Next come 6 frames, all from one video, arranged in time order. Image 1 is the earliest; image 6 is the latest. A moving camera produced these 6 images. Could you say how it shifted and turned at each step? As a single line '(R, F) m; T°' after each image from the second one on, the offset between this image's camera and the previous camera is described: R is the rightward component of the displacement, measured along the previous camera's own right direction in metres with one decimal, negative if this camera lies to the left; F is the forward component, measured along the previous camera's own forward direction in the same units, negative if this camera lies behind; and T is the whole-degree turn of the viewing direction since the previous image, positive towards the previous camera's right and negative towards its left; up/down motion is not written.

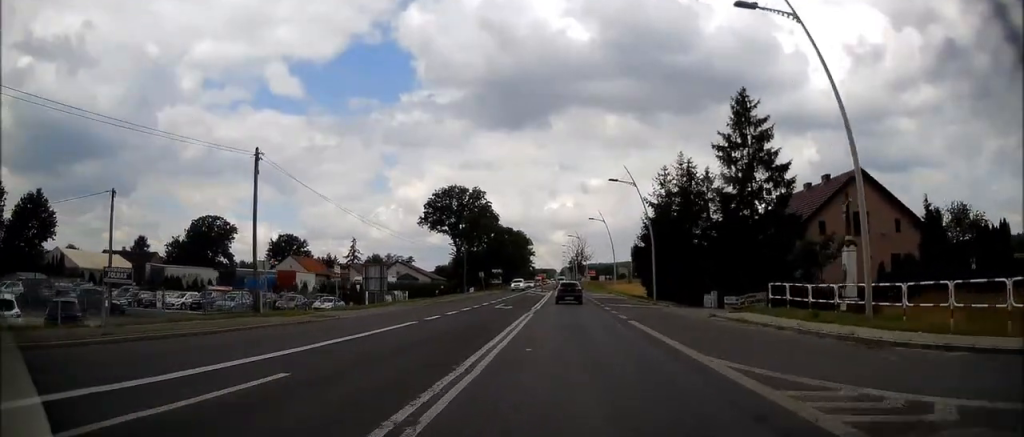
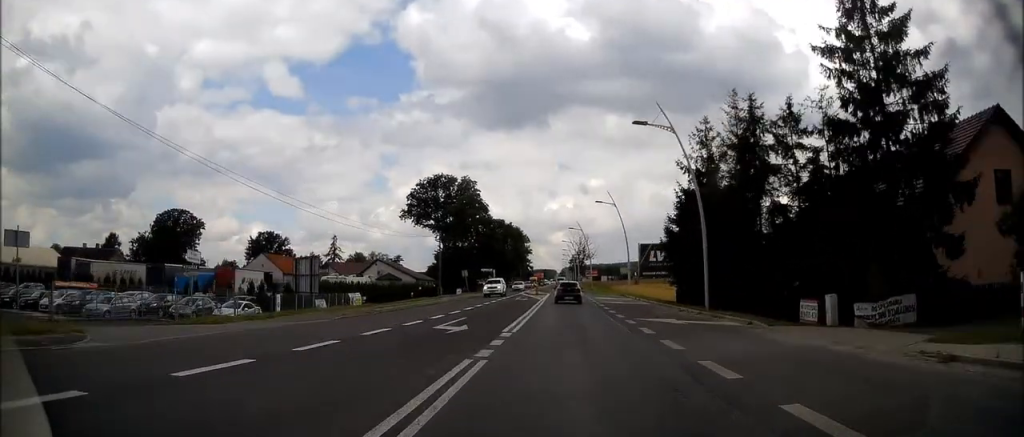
(0.0, +15.2) m; +1°
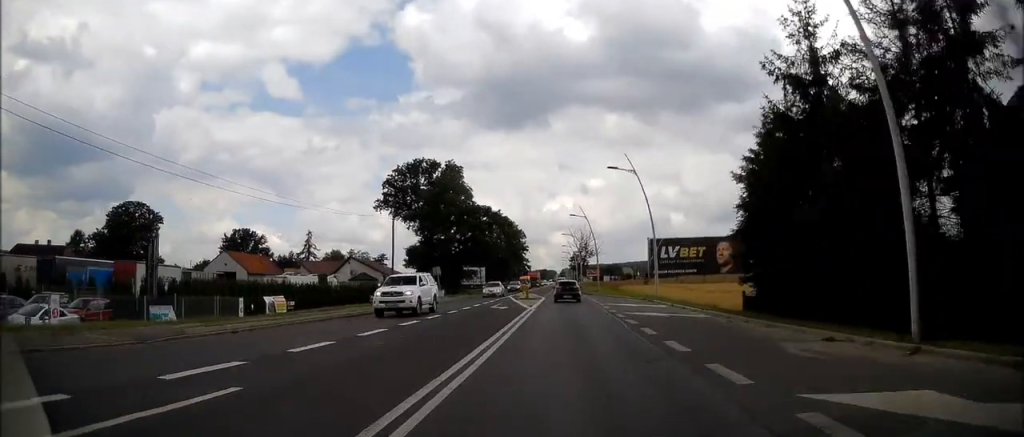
(+0.3, +16.5) m; 0°
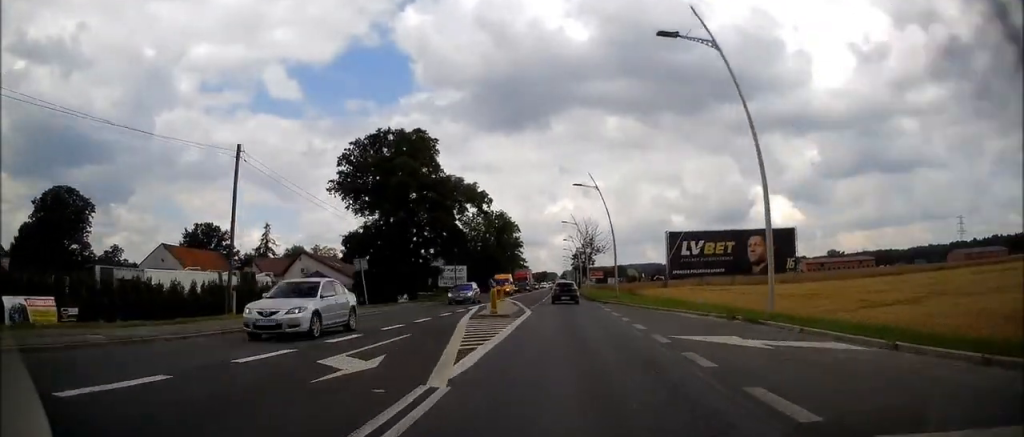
(-0.5, +22.2) m; -1°
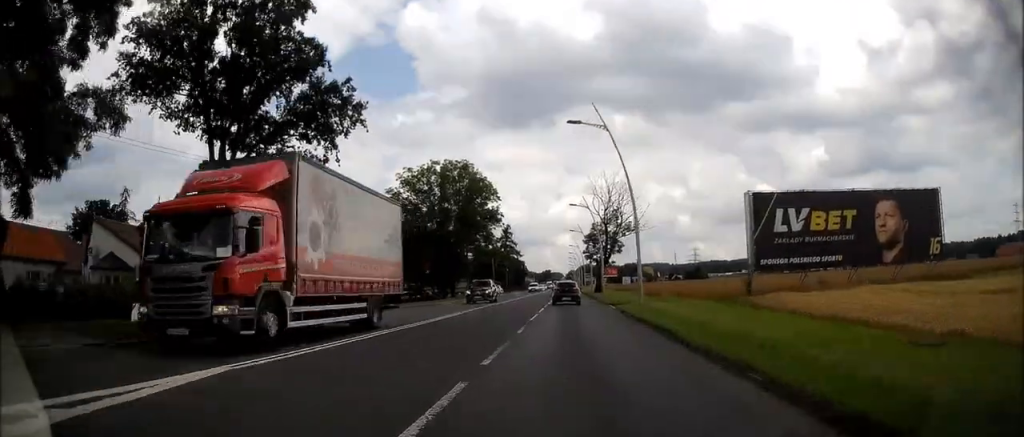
(+0.3, +45.4) m; -1°
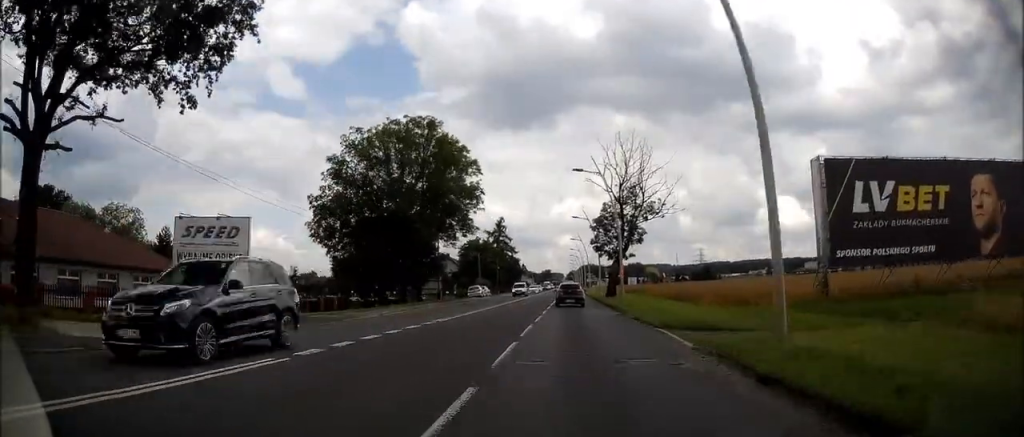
(0.0, +15.8) m; 0°
